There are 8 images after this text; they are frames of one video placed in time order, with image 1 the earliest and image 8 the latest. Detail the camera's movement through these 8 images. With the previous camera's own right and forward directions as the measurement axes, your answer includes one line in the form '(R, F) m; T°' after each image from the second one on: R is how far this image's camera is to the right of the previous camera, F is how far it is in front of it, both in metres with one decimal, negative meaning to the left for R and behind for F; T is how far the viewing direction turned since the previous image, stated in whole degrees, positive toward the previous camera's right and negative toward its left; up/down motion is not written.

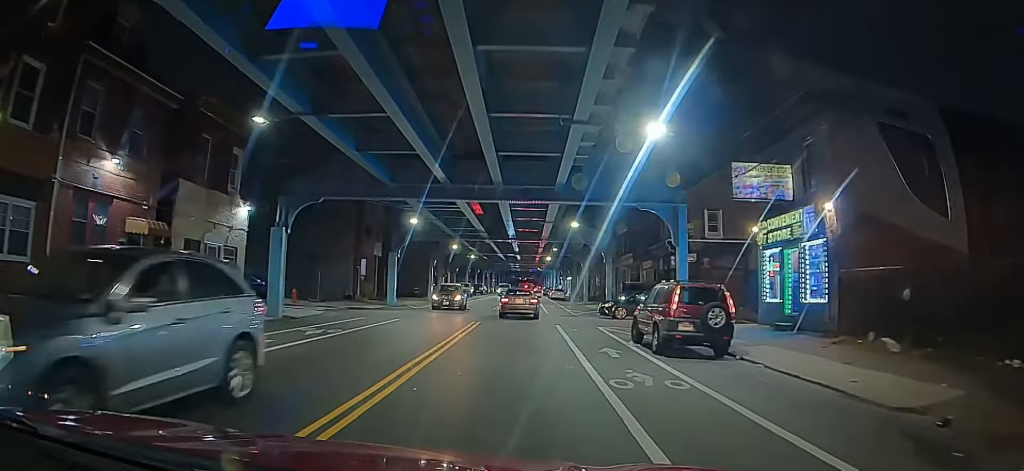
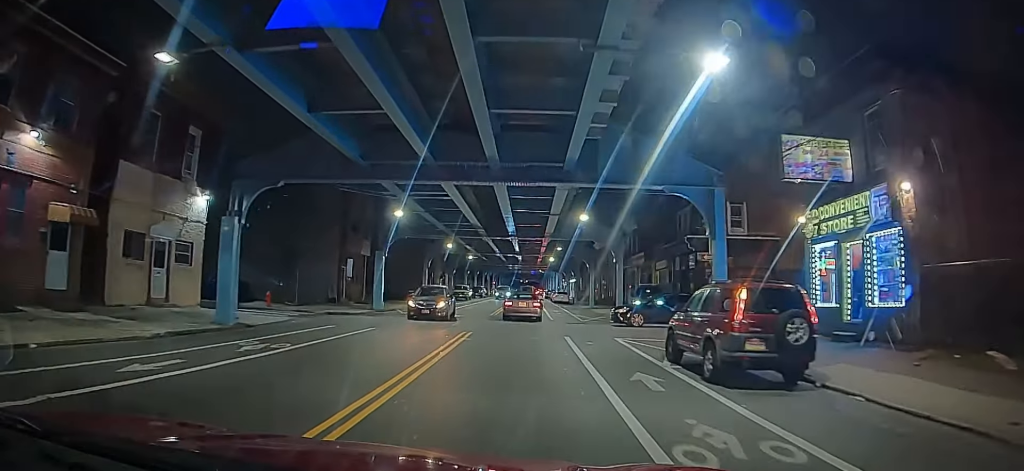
(0.0, +5.2) m; -1°
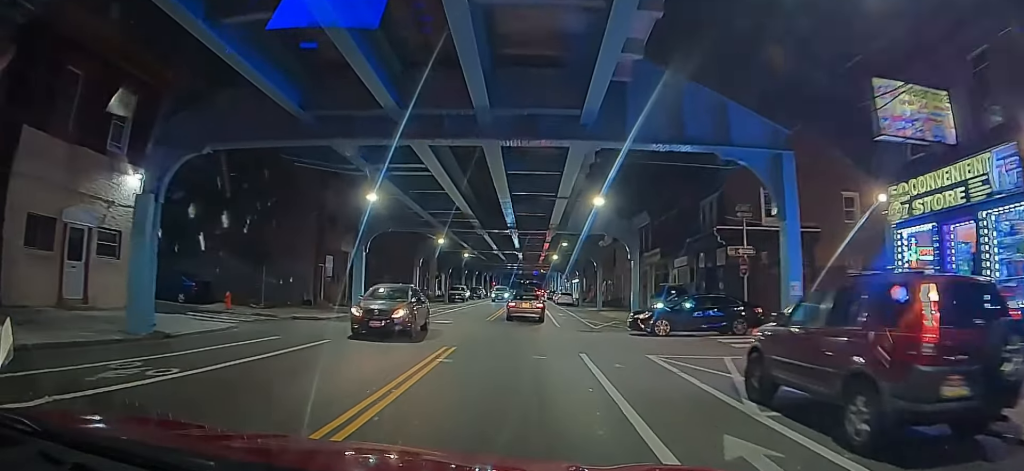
(-0.1, +6.2) m; -1°
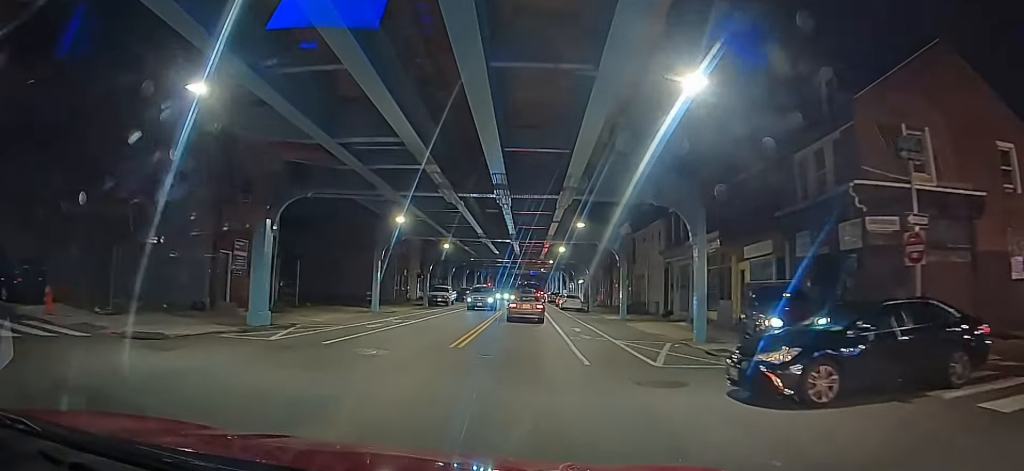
(-0.2, +14.2) m; 0°
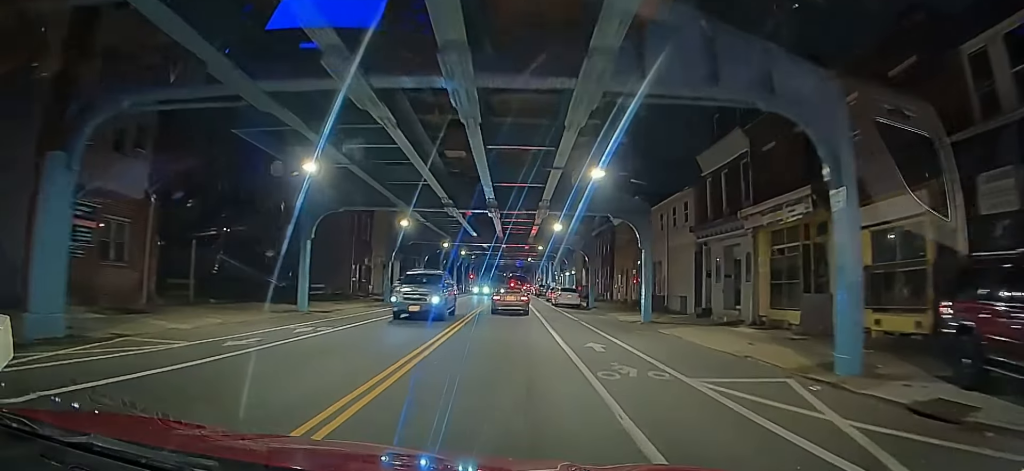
(+0.2, +10.8) m; +2°
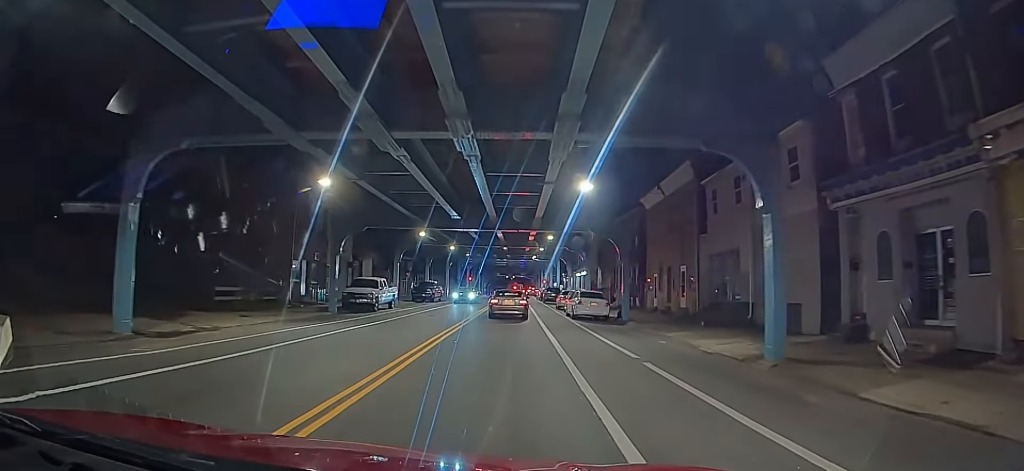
(+0.3, +12.8) m; +2°
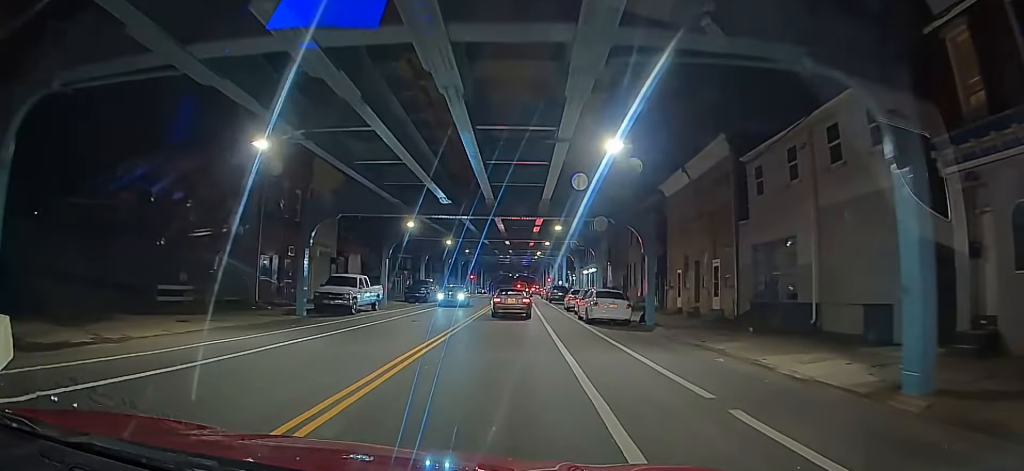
(0.0, +5.0) m; +1°
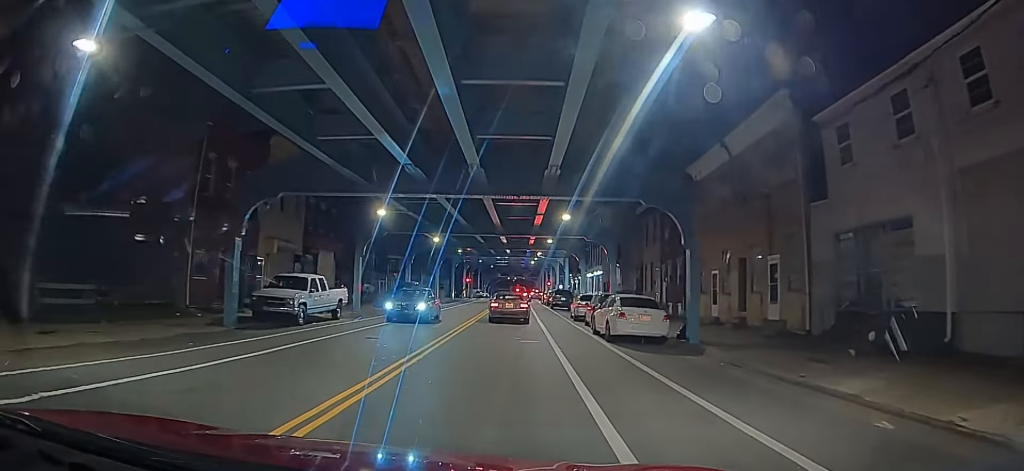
(+0.1, +6.5) m; 0°
